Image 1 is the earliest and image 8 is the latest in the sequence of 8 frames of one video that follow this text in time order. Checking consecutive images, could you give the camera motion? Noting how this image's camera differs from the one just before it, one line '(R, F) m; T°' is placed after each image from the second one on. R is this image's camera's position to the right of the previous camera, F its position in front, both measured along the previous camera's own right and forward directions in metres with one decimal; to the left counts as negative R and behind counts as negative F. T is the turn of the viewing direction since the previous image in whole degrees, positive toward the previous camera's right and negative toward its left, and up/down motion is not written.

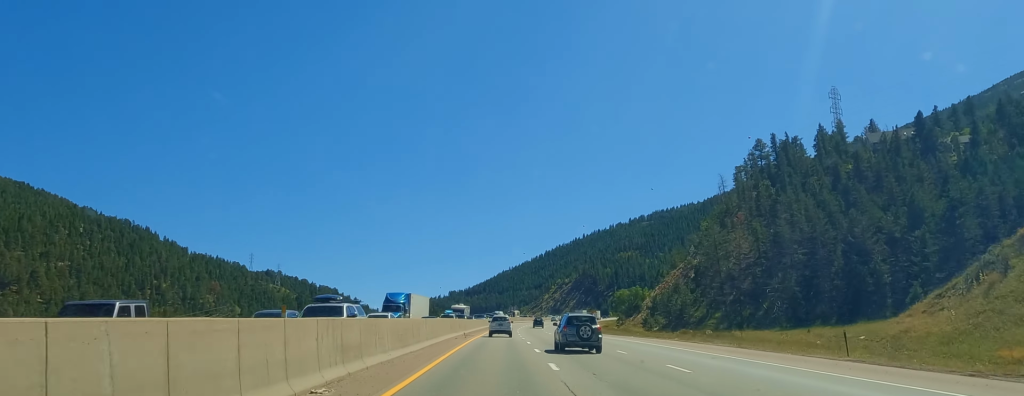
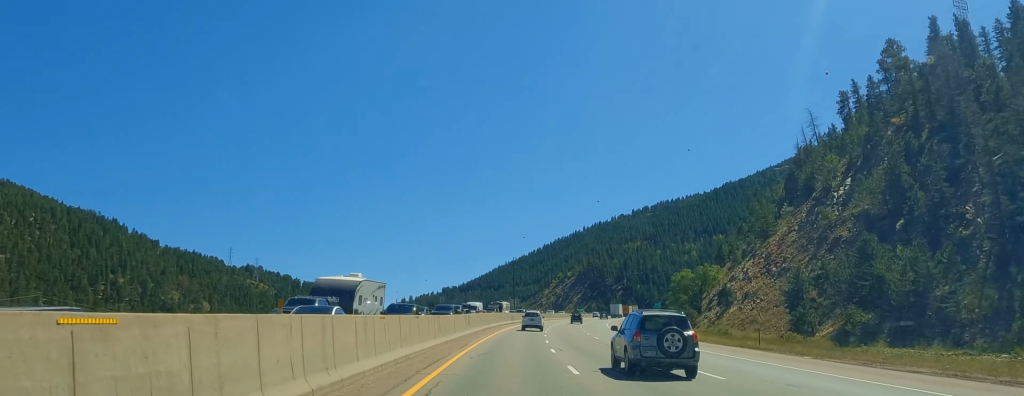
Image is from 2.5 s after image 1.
(+0.9, +76.5) m; +2°
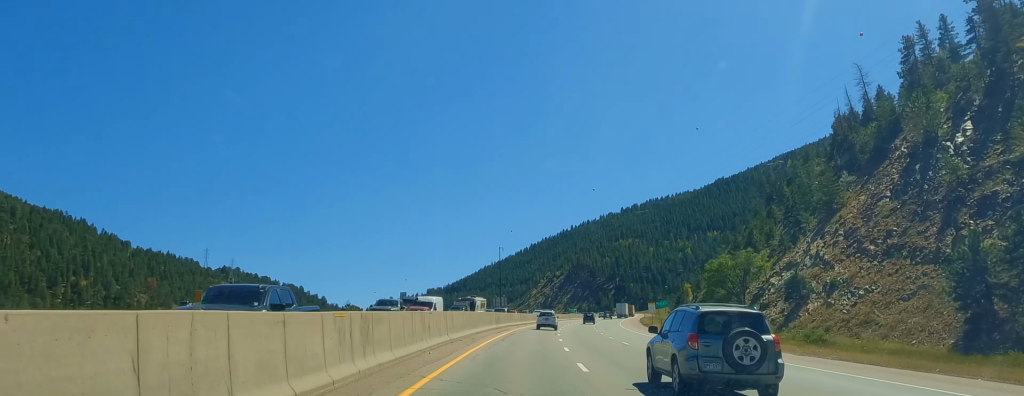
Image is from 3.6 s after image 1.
(-0.3, +32.7) m; +1°
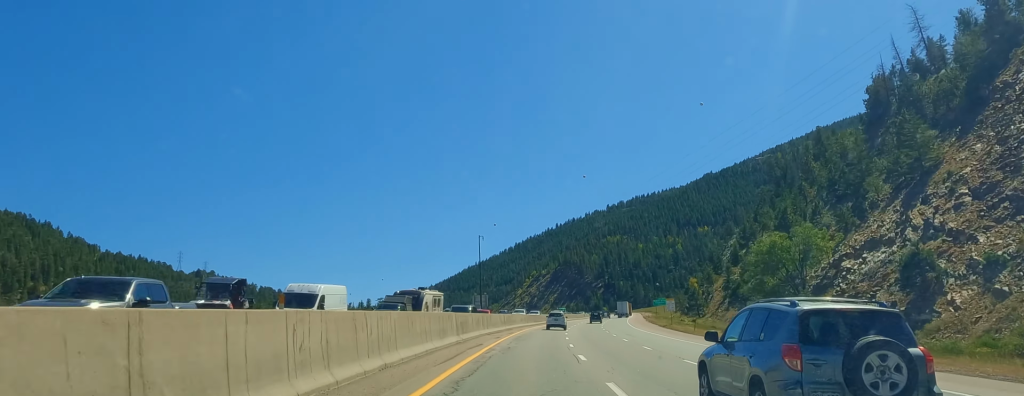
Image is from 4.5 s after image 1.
(+0.7, +27.6) m; +2°
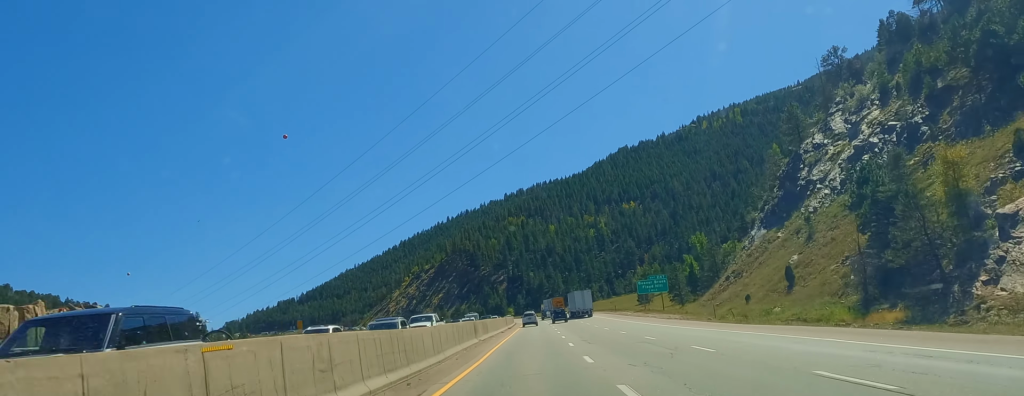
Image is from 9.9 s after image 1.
(+12.9, +163.9) m; +7°
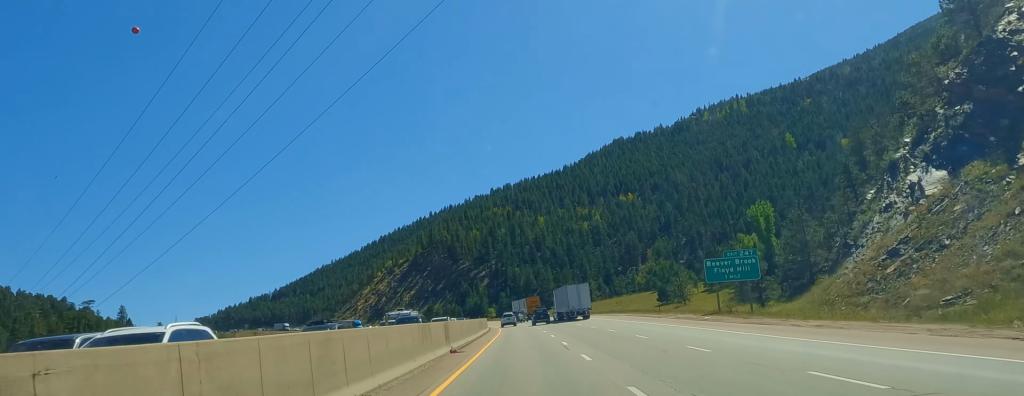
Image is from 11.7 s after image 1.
(+1.1, +53.1) m; 0°
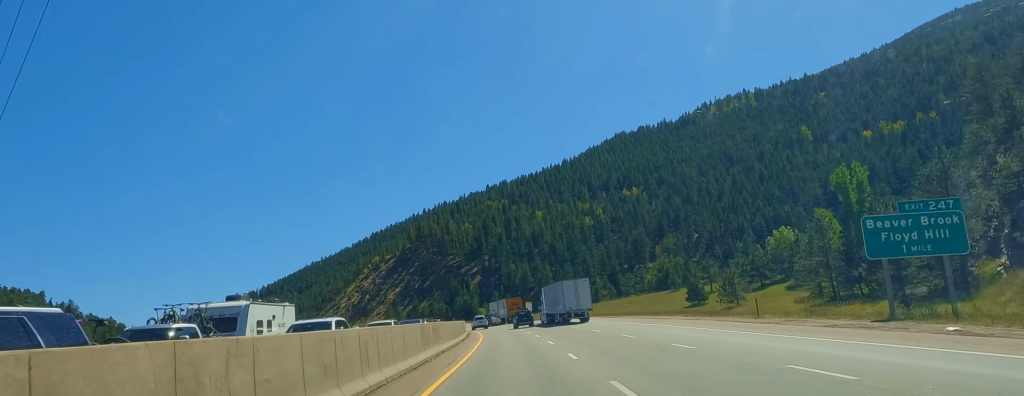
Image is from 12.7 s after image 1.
(0.0, +31.9) m; -2°
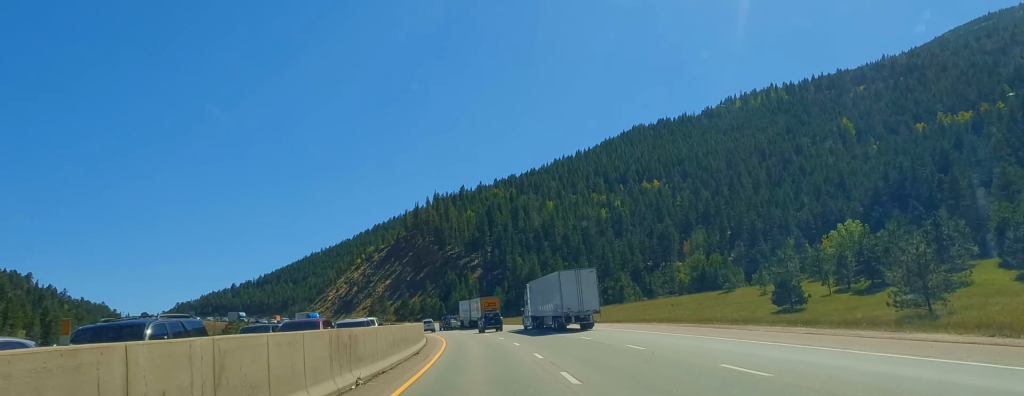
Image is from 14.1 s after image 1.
(-1.0, +40.8) m; -4°
